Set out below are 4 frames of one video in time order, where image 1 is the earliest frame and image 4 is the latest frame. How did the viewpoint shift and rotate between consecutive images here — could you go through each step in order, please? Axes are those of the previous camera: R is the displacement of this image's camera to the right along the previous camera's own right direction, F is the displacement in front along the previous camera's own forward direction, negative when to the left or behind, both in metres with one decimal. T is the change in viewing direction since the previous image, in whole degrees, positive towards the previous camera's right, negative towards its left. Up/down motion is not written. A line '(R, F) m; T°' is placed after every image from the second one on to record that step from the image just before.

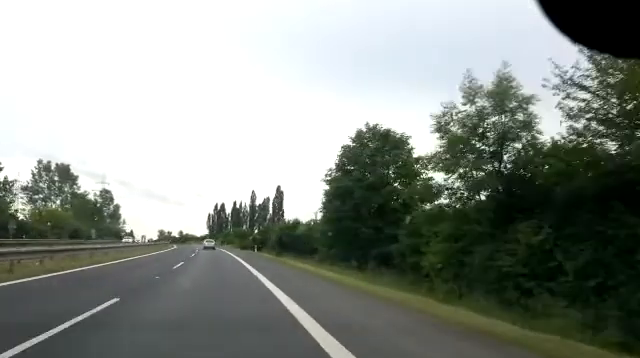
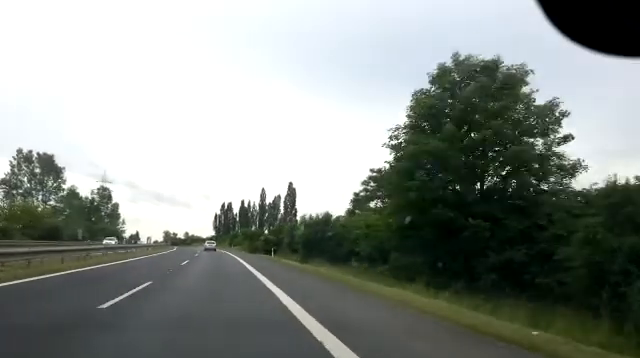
(-0.3, +13.5) m; 0°
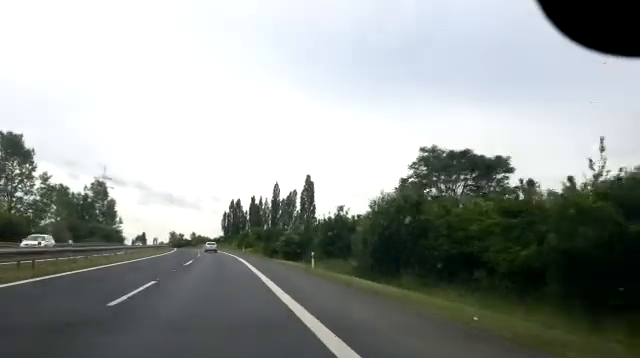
(-0.1, +17.5) m; -1°
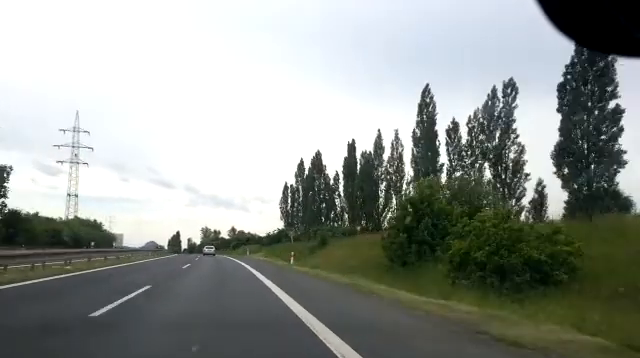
(-4.1, +92.5) m; -6°
